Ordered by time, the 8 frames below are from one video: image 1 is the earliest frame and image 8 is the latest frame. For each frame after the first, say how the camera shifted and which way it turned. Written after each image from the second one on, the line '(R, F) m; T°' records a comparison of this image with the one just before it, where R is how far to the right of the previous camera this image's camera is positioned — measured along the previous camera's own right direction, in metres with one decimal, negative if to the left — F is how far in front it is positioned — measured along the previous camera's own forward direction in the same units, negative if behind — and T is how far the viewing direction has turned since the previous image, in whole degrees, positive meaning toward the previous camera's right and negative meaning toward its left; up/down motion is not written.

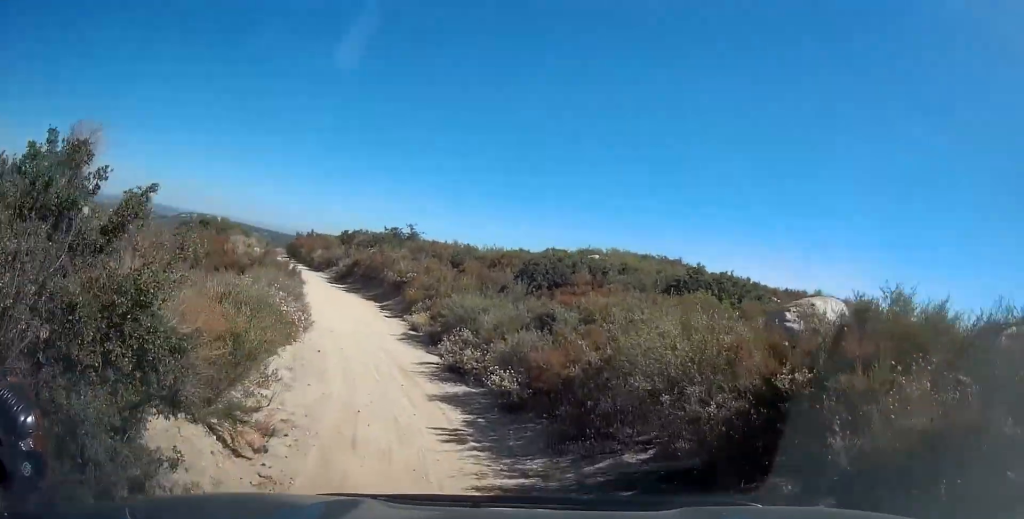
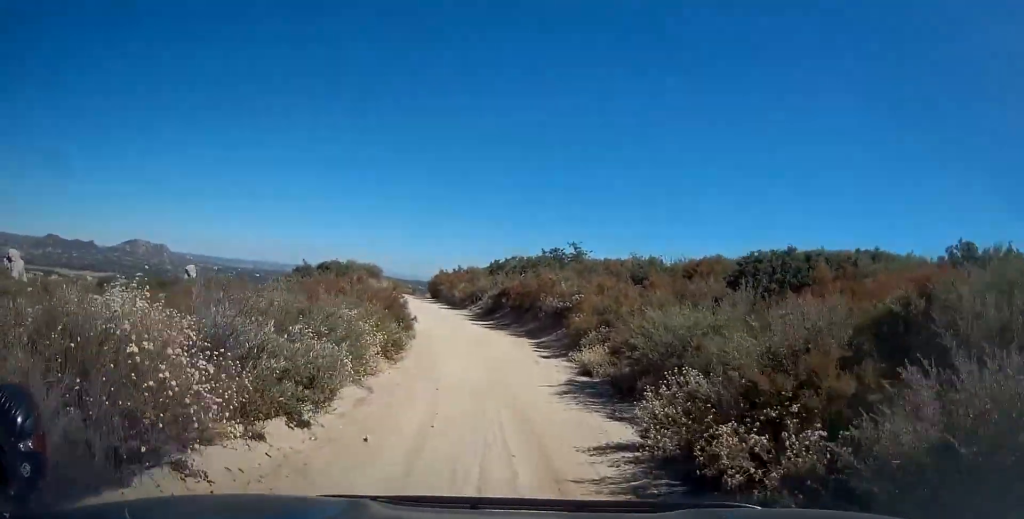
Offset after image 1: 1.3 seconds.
(-1.2, +8.8) m; -12°
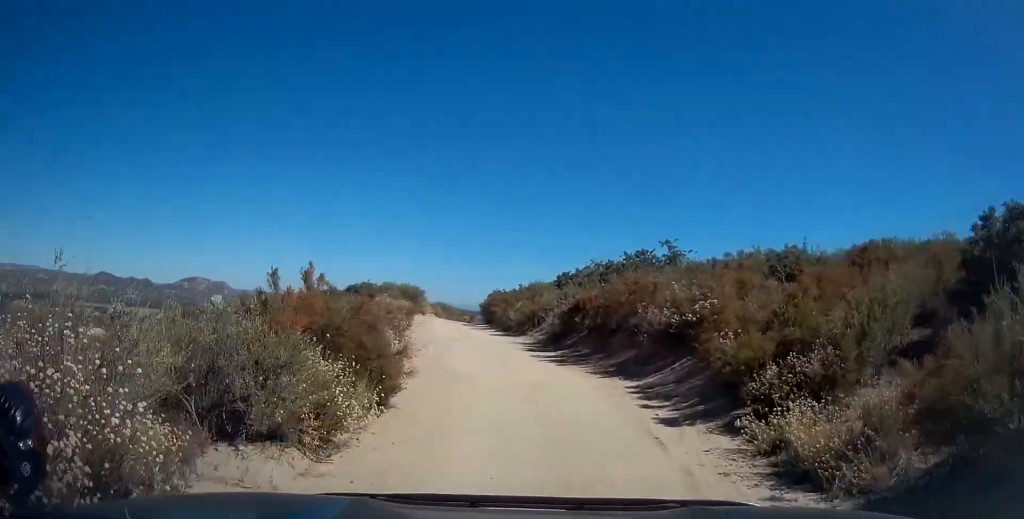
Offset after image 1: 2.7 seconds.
(-1.0, +9.4) m; -12°
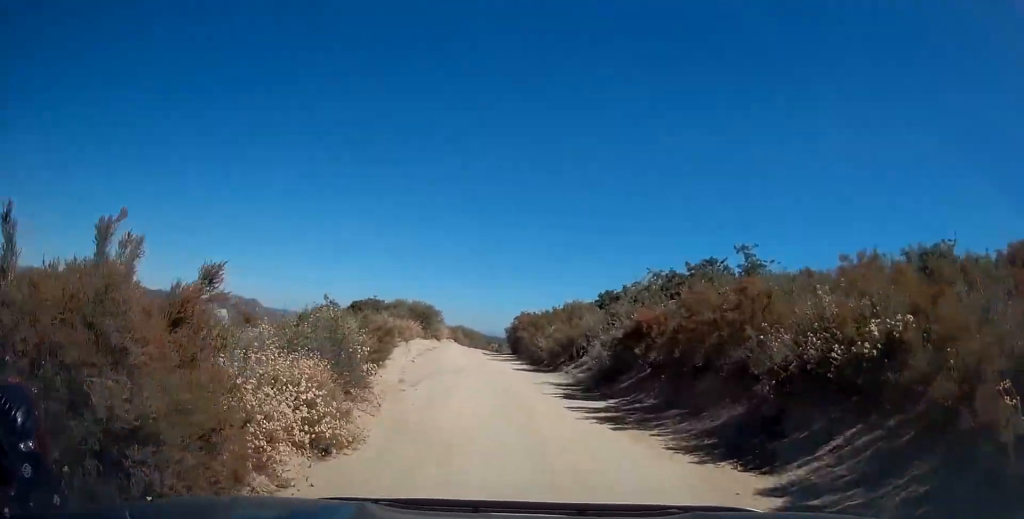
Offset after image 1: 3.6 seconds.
(-0.5, +6.6) m; -3°
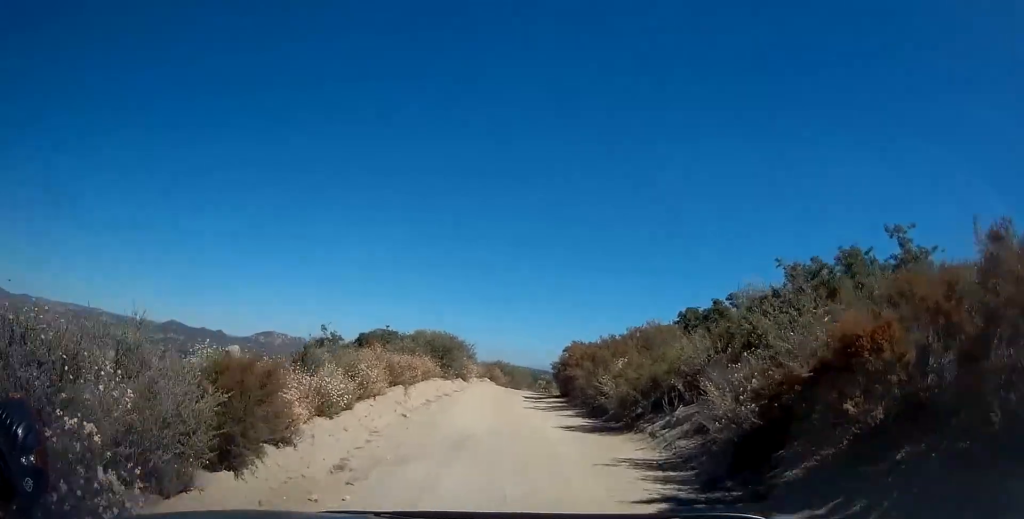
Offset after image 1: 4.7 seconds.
(+0.2, +7.9) m; -2°
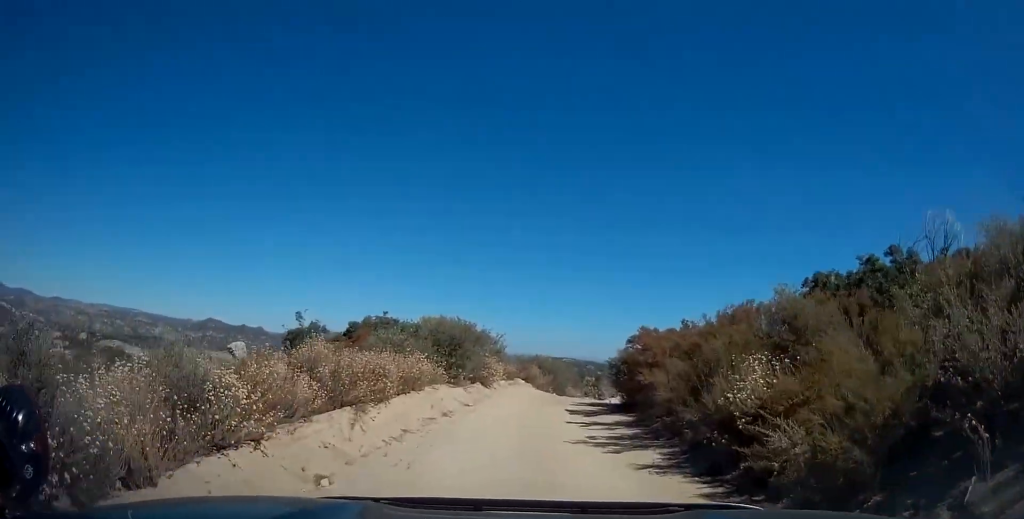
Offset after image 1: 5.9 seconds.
(-0.4, +8.0) m; -8°
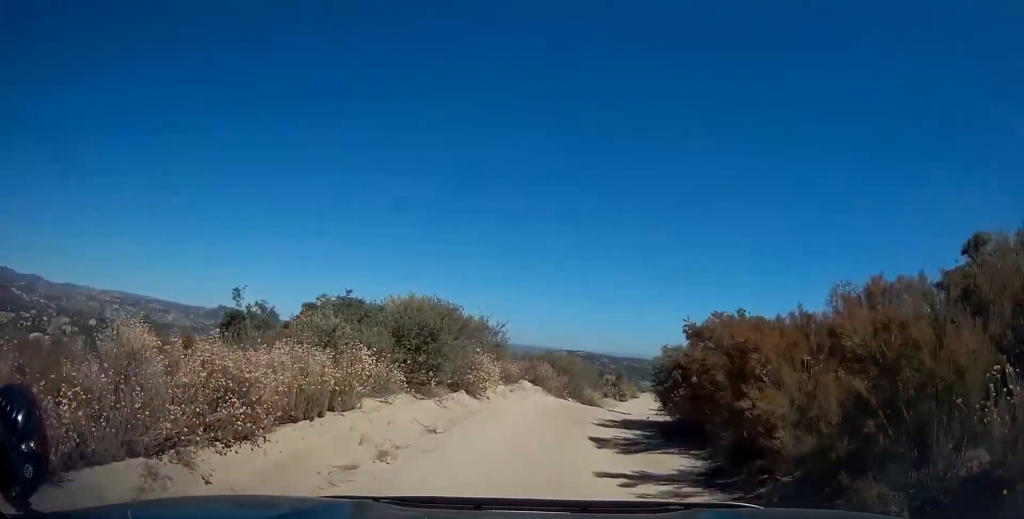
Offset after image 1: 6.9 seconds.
(-0.5, +5.9) m; -3°
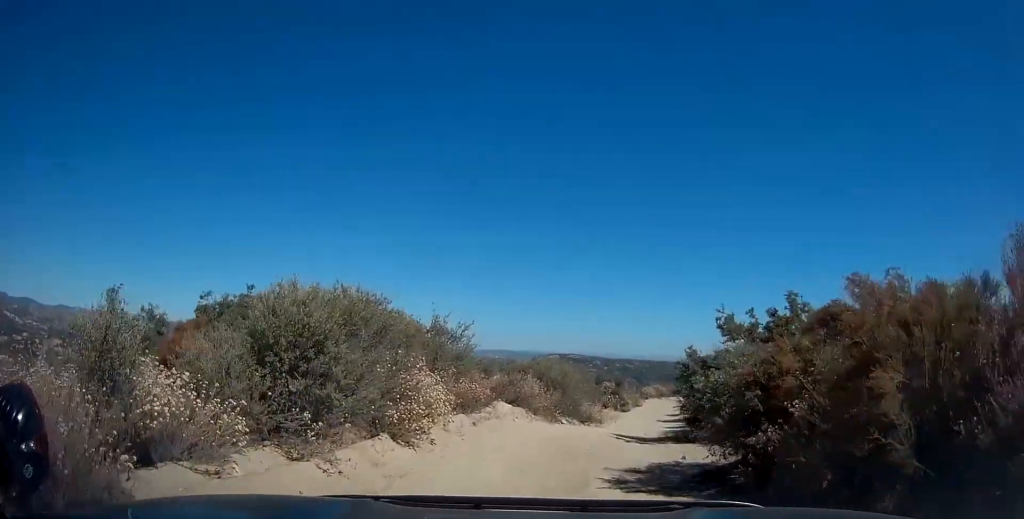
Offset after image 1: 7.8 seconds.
(+0.1, +5.3) m; +3°
